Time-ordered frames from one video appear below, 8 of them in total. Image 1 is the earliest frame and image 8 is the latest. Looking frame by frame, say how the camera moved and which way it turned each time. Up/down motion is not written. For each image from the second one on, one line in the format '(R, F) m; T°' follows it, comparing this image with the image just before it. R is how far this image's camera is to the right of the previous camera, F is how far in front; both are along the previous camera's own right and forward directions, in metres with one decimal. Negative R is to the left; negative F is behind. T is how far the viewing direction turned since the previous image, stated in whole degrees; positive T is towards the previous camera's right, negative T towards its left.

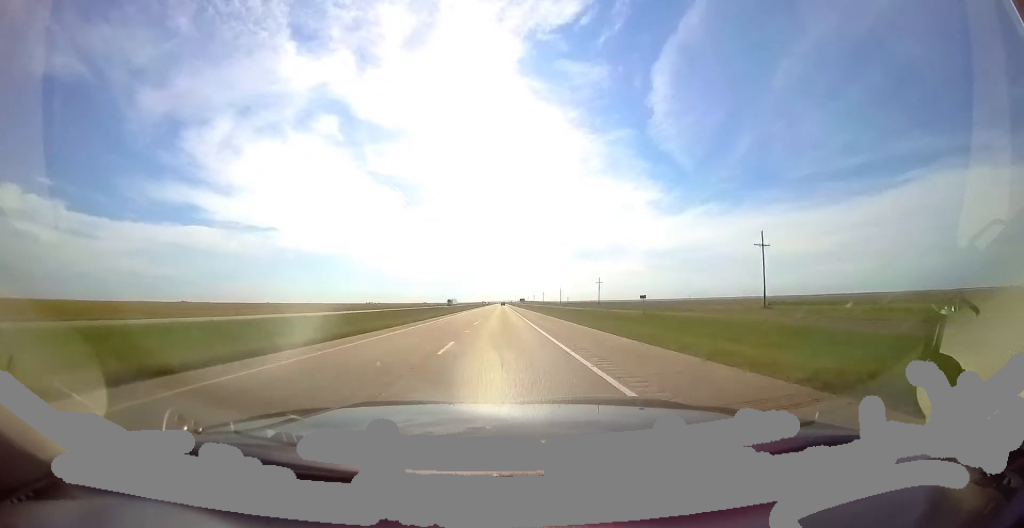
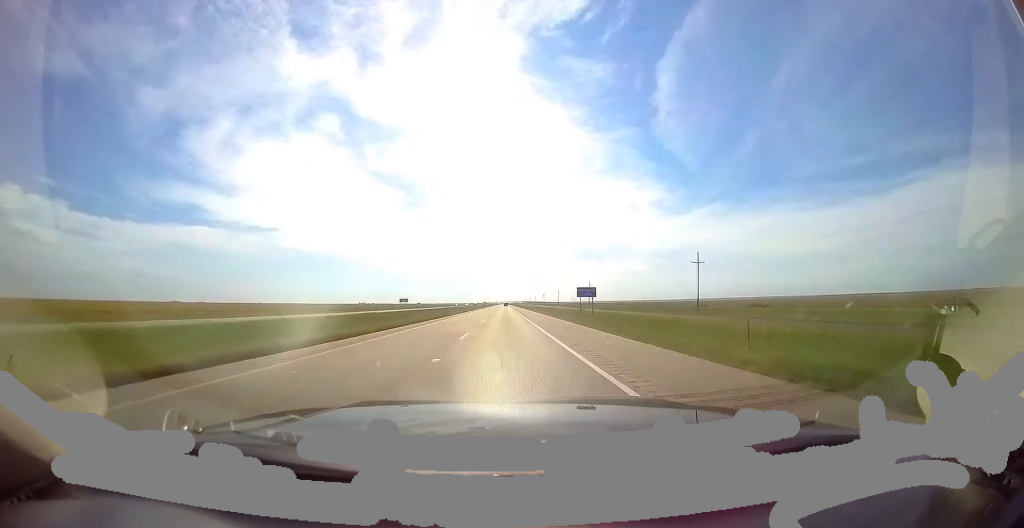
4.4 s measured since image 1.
(-1.3, +154.1) m; -1°
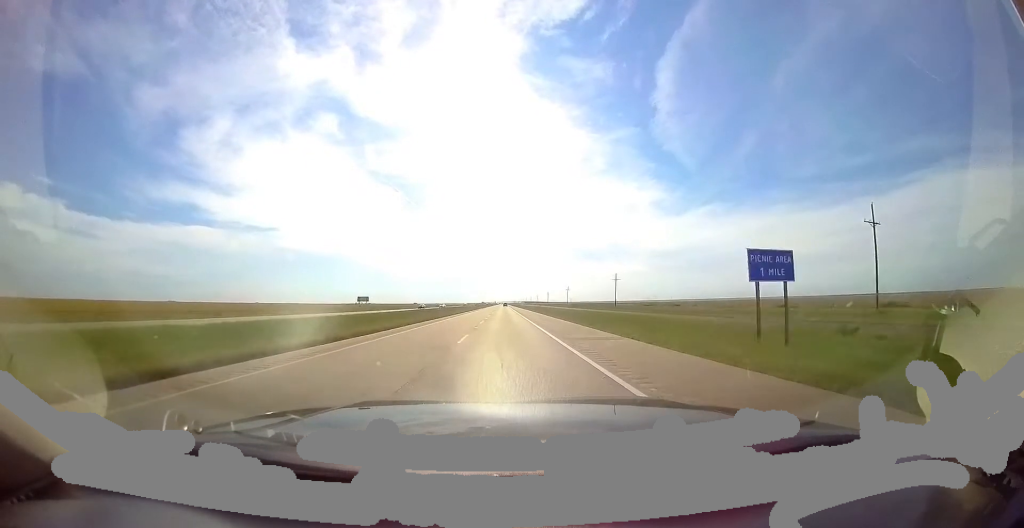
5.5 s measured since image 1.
(-0.3, +37.5) m; 0°
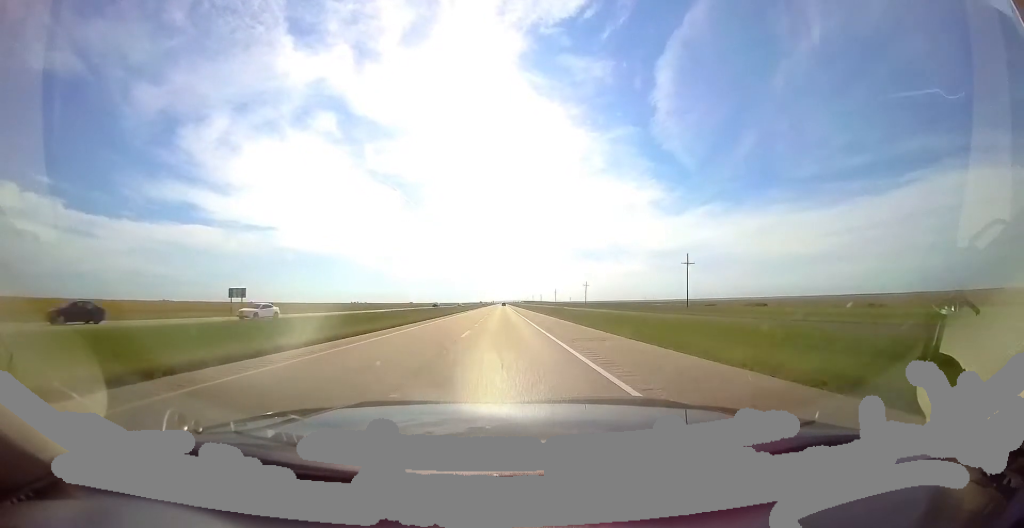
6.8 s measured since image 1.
(+0.9, +46.7) m; +1°
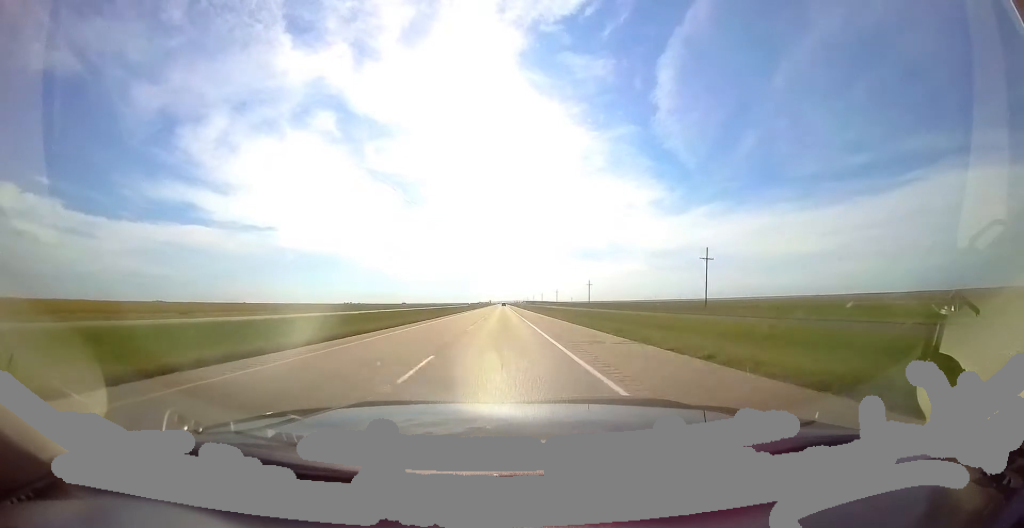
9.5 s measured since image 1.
(+0.2, +93.7) m; 0°
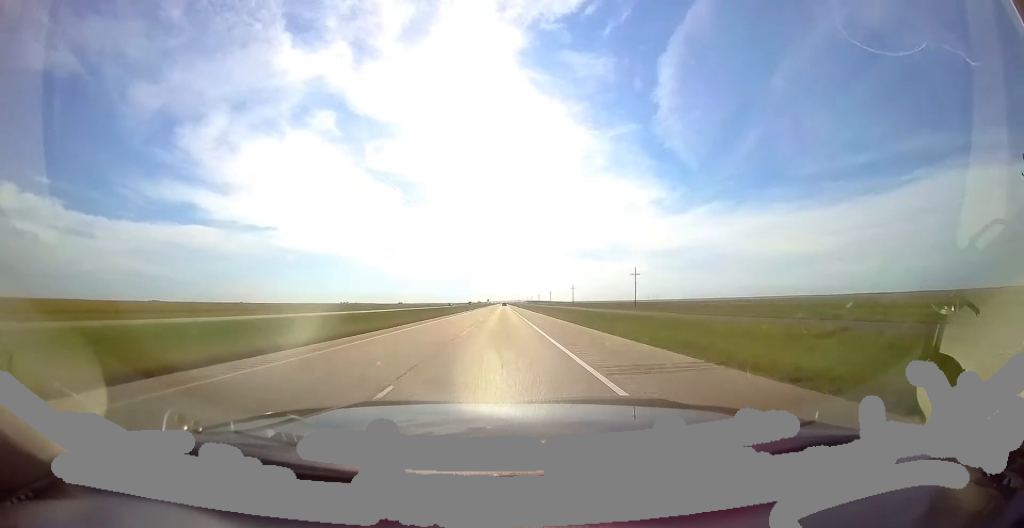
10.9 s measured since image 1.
(-0.7, +51.5) m; 0°
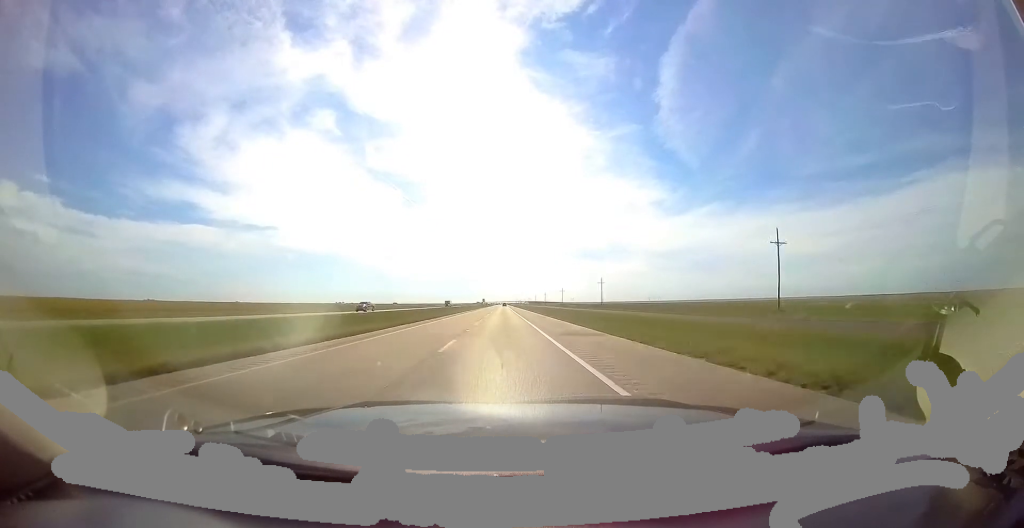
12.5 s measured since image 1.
(+0.2, +53.8) m; 0°
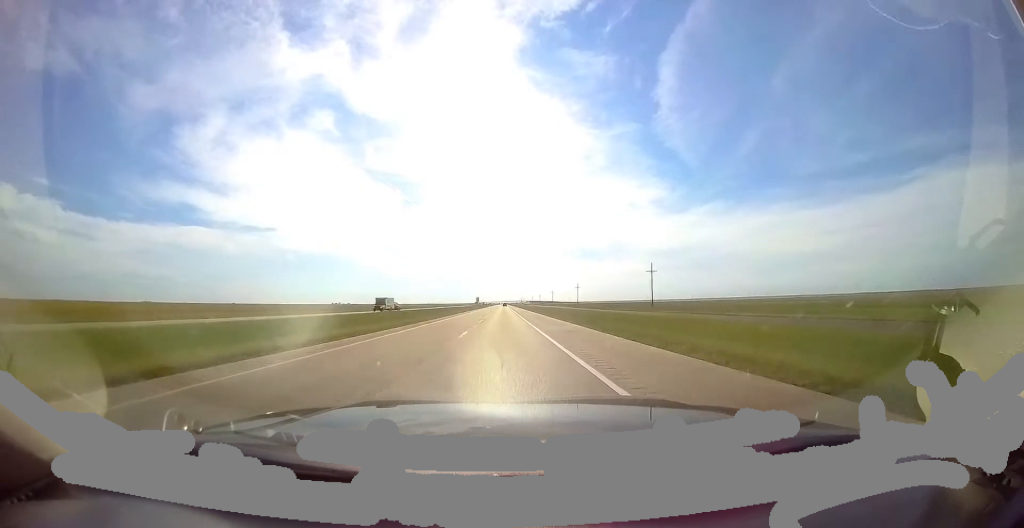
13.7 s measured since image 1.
(+0.1, +44.4) m; 0°
